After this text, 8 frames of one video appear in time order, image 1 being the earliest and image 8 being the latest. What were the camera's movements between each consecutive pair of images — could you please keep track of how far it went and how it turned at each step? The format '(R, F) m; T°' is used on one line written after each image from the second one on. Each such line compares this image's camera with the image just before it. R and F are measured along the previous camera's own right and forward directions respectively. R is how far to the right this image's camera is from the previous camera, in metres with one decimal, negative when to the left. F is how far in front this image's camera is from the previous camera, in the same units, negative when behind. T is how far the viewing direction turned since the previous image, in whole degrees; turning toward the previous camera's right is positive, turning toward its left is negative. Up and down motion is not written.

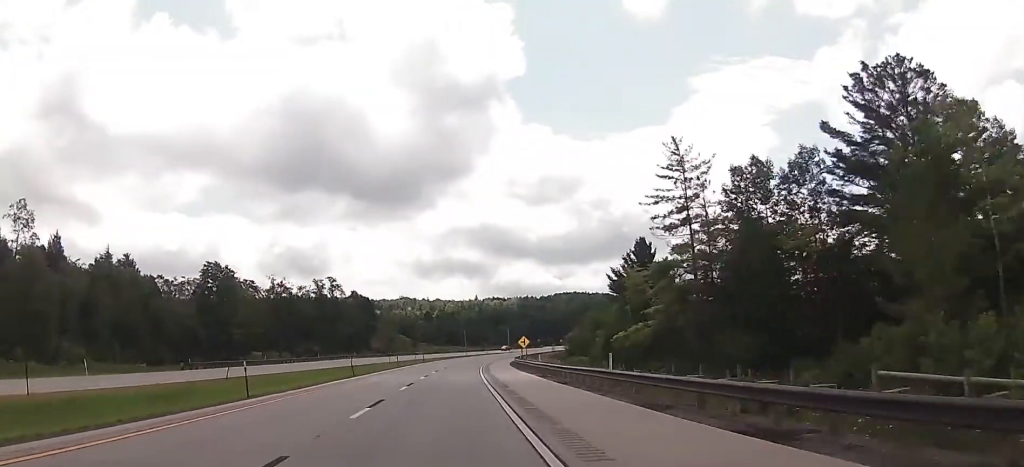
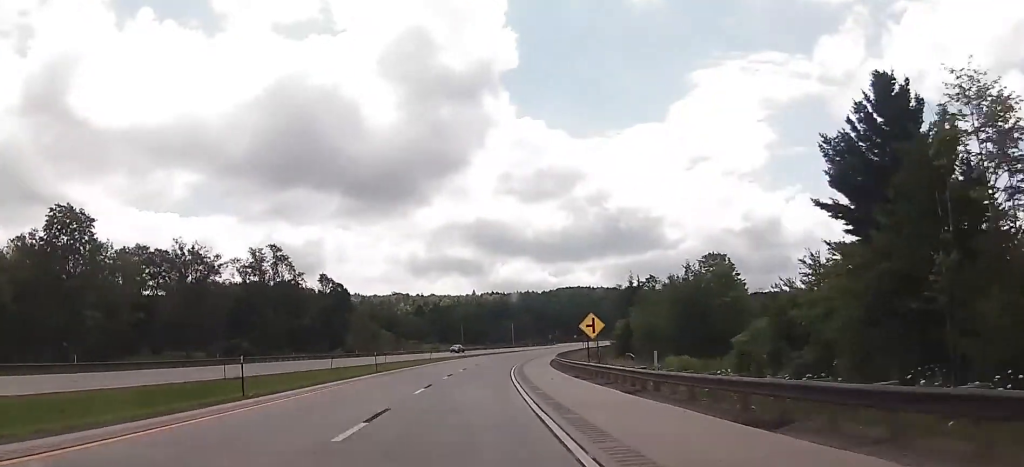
(-0.5, +53.0) m; 0°
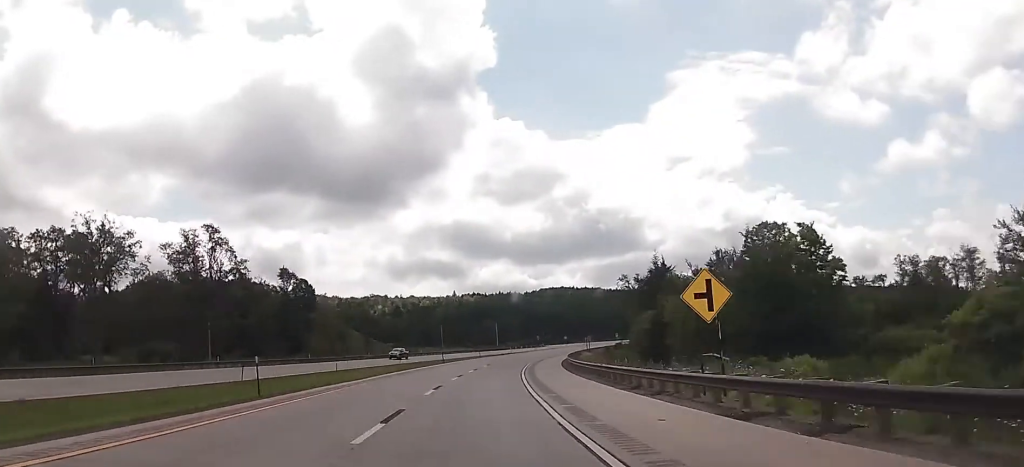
(+0.3, +24.3) m; +1°
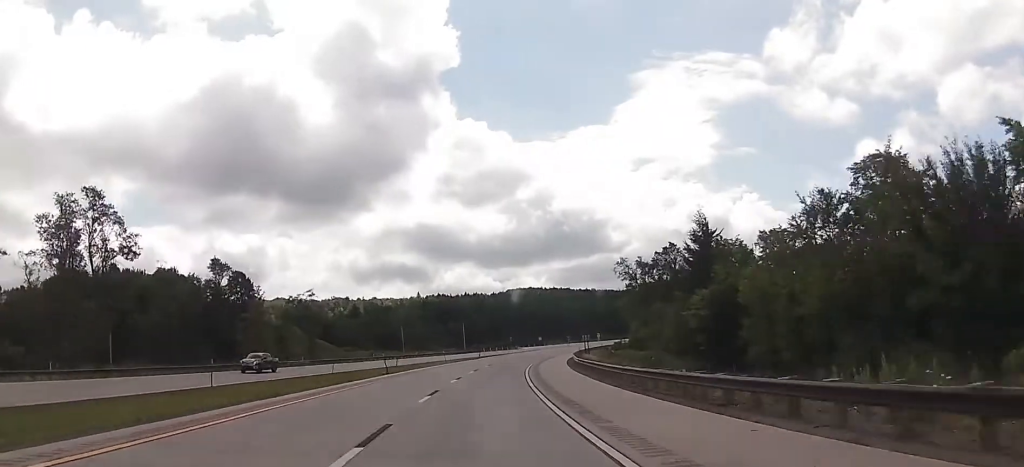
(+0.1, +27.6) m; +1°
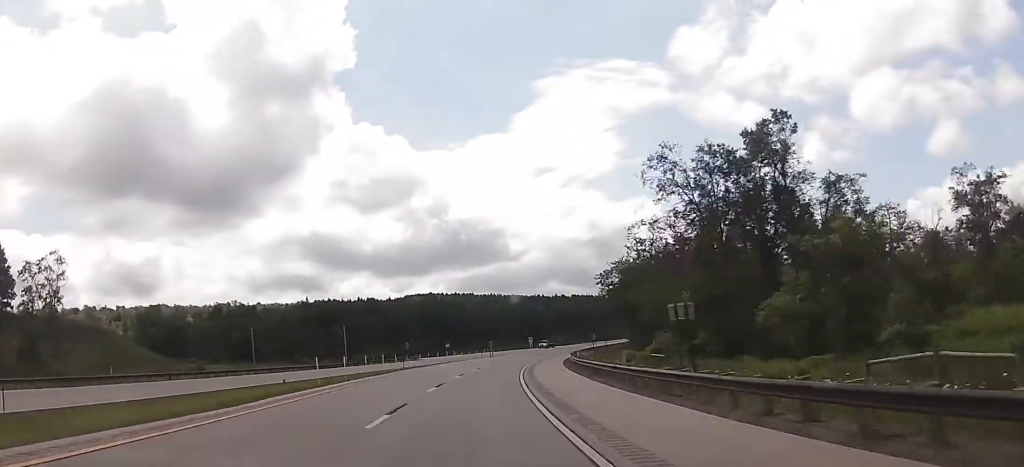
(+3.0, +67.0) m; +7°
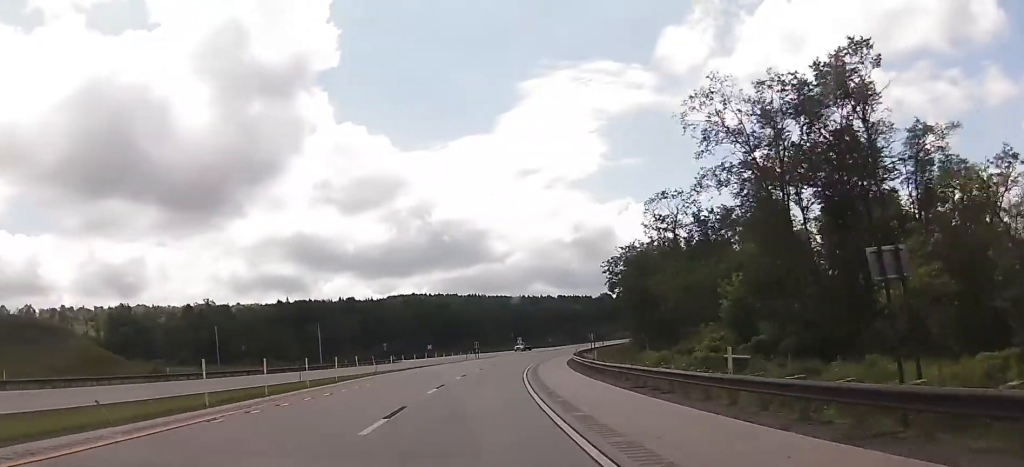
(0.0, +13.1) m; +2°
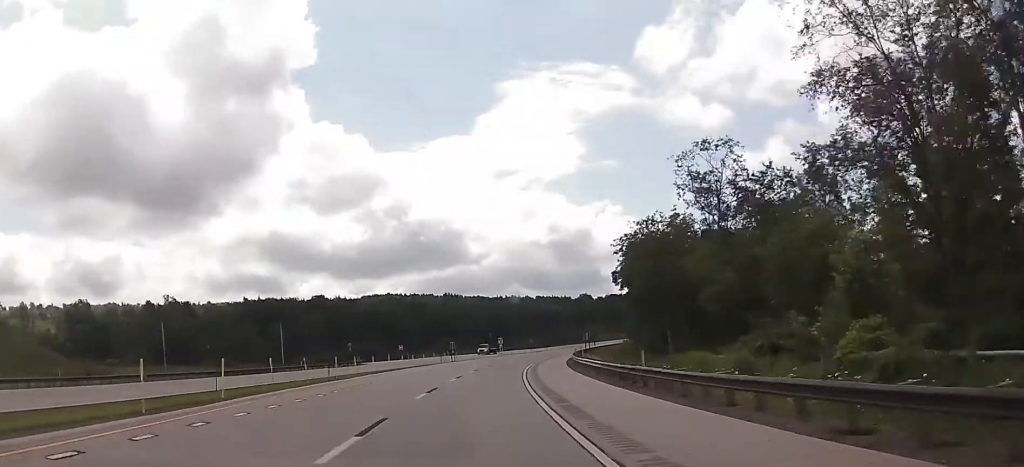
(+0.5, +15.3) m; +2°
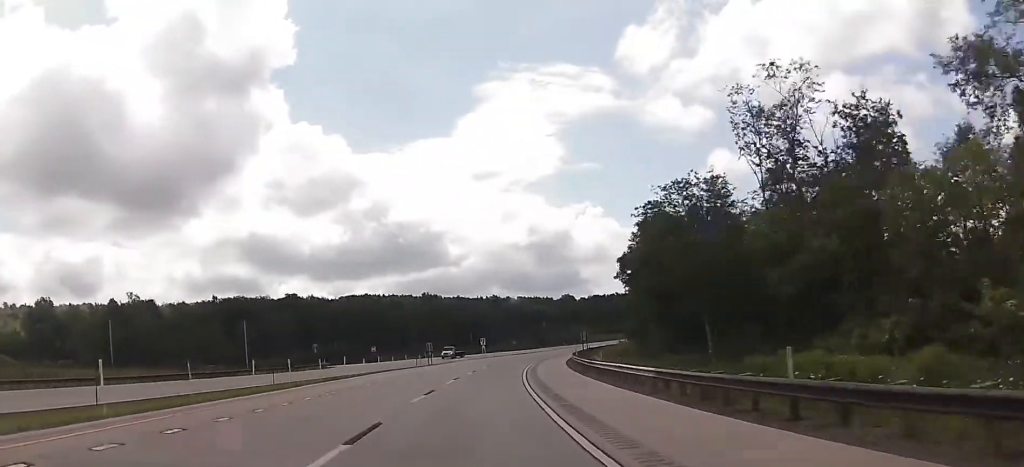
(0.0, +13.1) m; +2°
